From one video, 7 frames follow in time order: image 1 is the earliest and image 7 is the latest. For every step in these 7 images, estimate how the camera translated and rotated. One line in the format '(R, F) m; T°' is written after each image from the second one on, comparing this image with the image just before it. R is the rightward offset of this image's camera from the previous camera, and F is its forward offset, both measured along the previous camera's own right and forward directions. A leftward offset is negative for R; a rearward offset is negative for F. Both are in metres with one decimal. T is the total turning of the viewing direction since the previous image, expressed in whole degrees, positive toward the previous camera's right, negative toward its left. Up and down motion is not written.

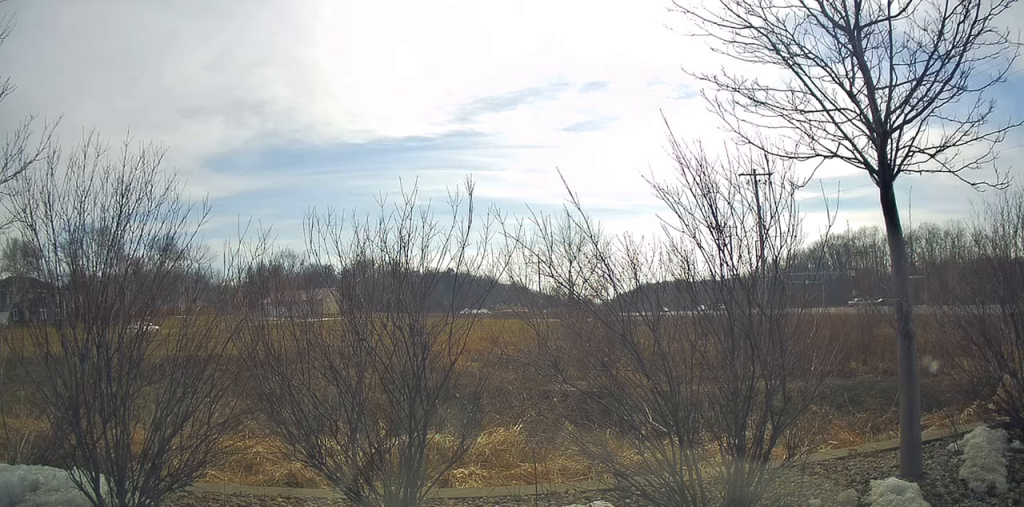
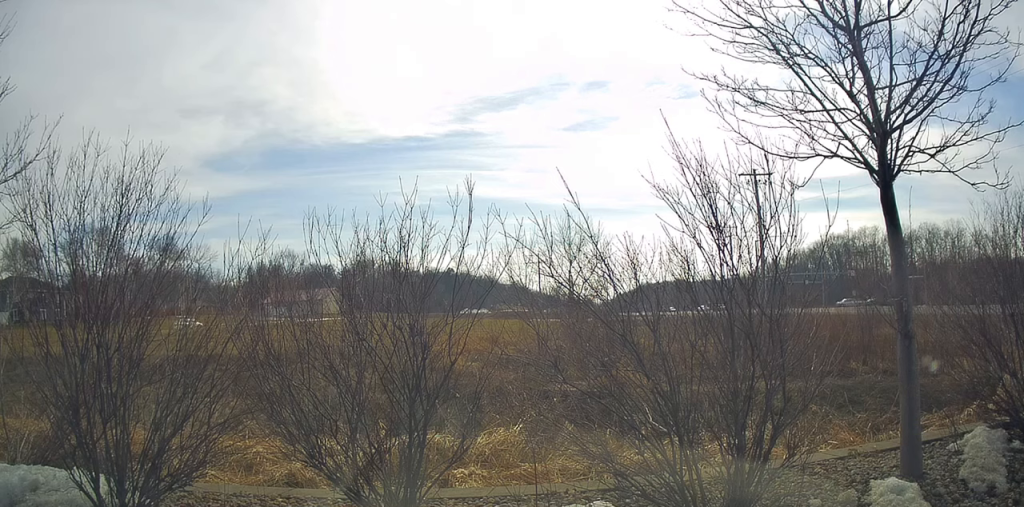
(0.0, 0.0) m; 0°
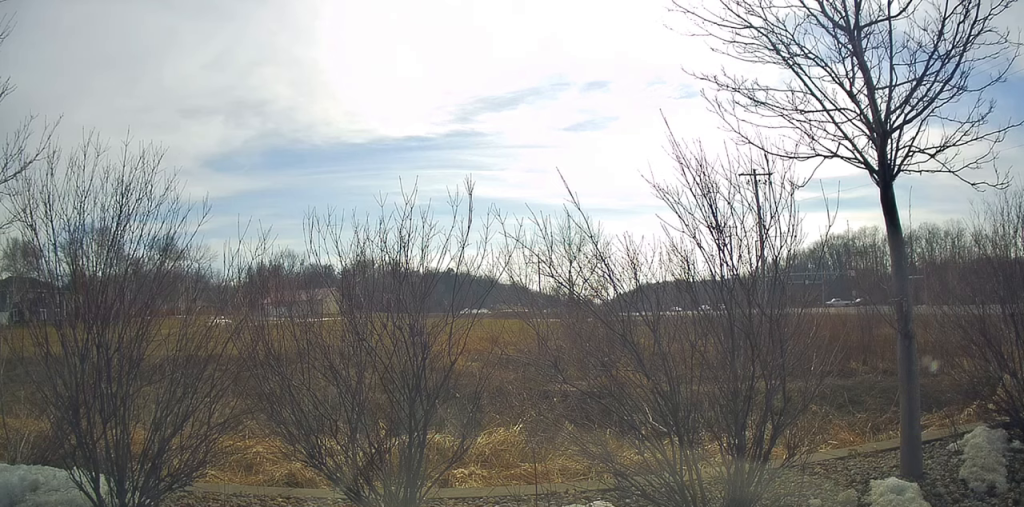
(0.0, 0.0) m; 0°
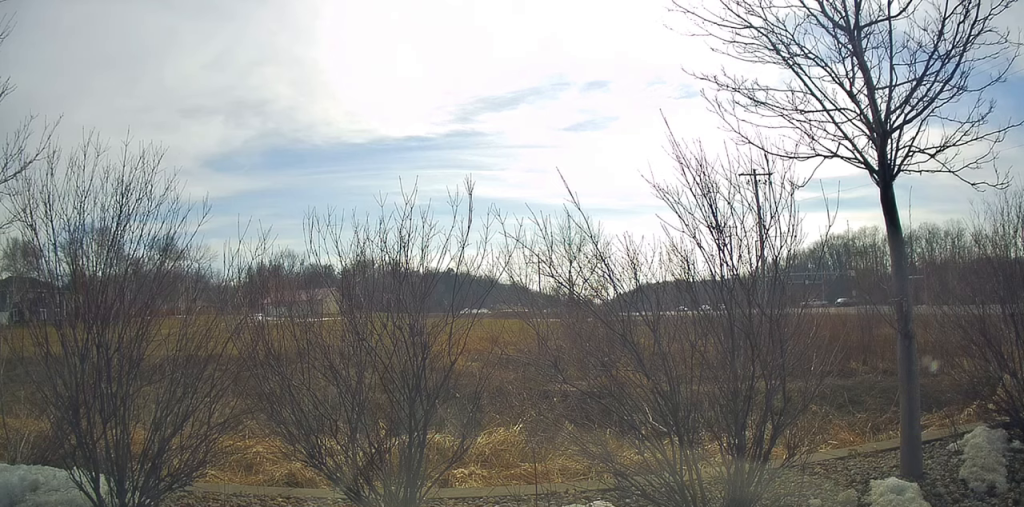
(0.0, 0.0) m; 0°
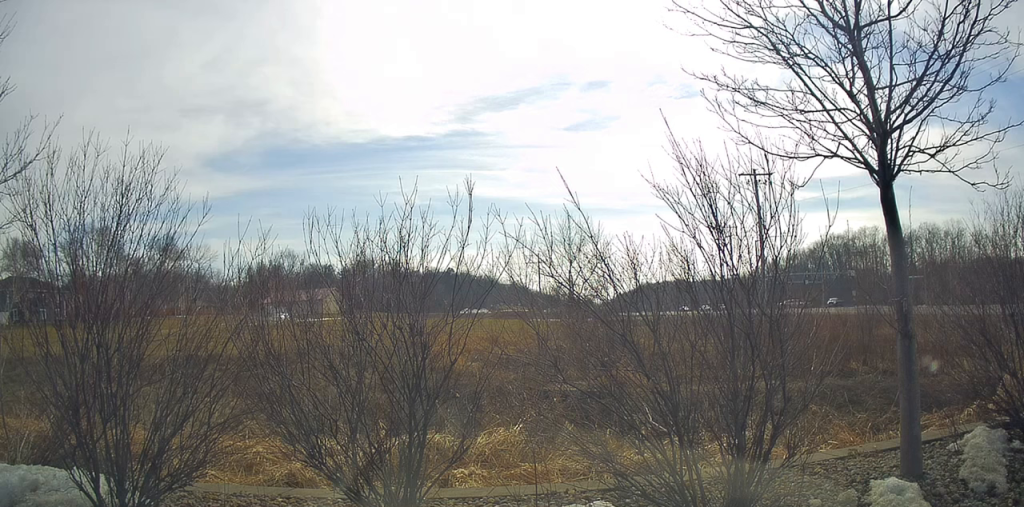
(0.0, 0.0) m; 0°
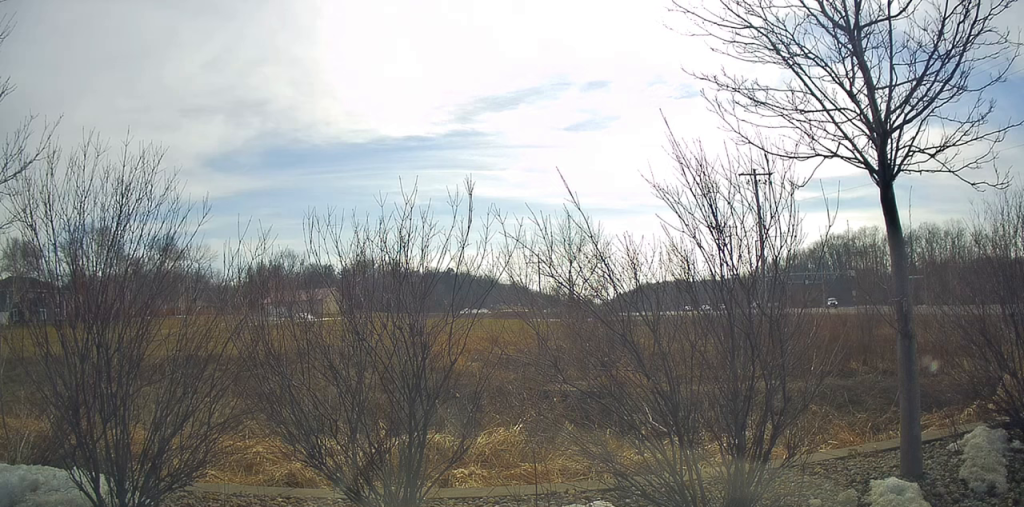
(0.0, 0.0) m; 0°
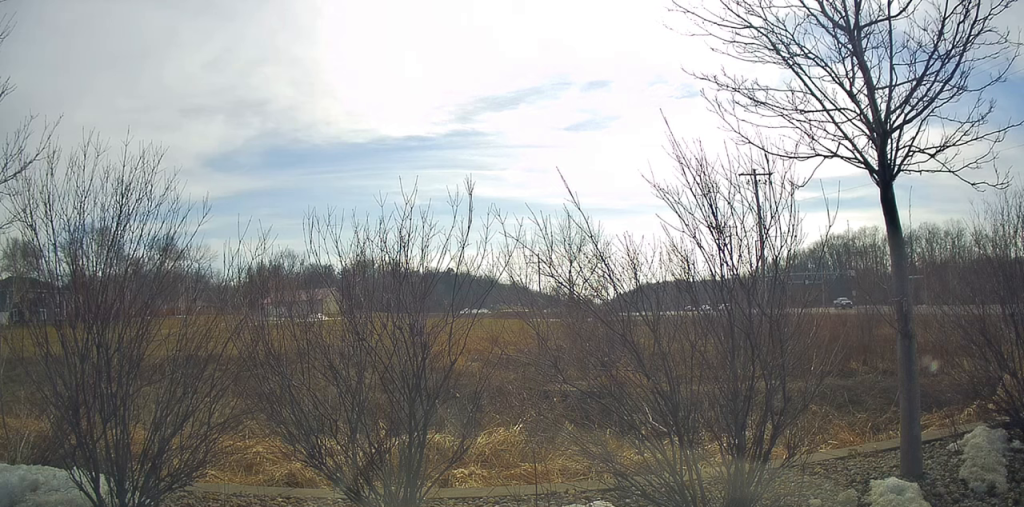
(0.0, 0.0) m; 0°
